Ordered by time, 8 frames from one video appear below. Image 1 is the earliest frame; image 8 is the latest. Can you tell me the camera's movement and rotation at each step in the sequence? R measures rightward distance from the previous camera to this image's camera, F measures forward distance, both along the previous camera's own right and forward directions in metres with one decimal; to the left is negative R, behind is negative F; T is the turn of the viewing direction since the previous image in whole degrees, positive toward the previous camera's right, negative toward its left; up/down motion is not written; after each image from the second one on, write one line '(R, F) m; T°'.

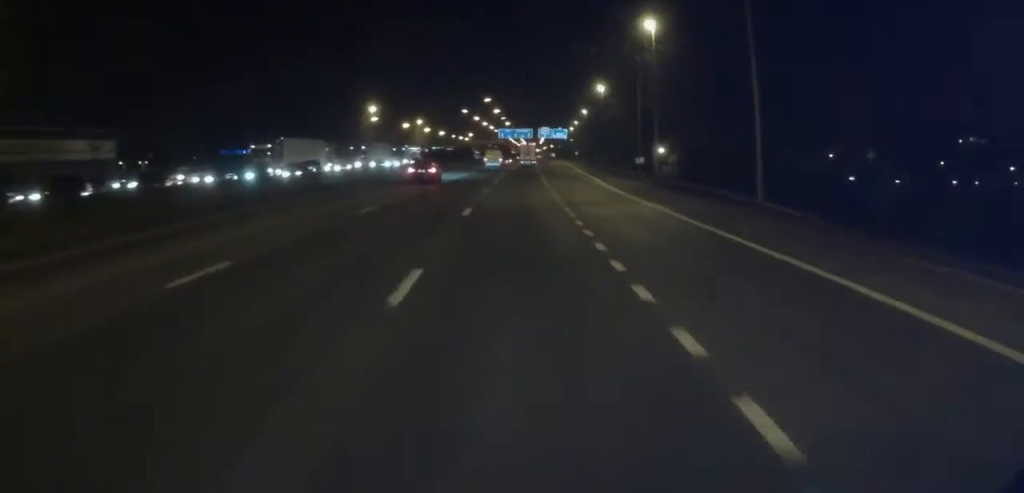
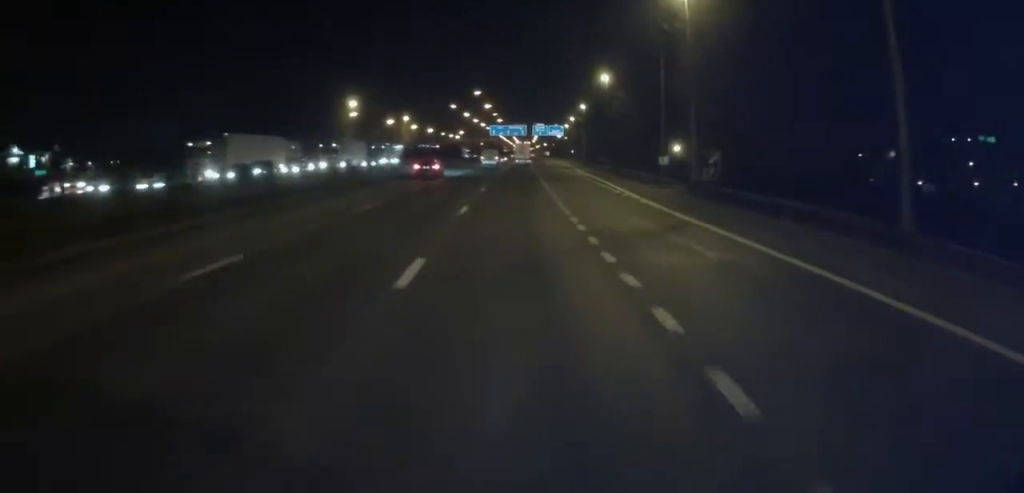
(+0.2, +11.9) m; +1°
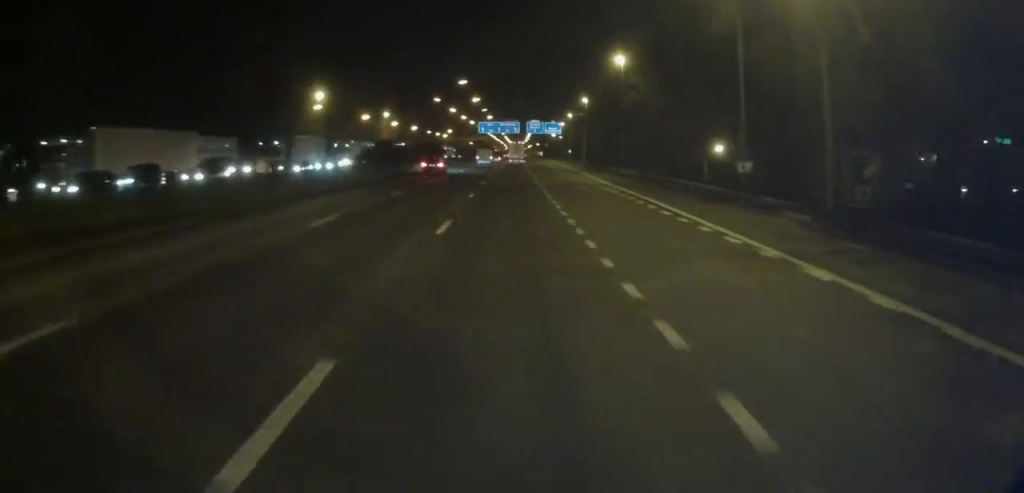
(+0.3, +18.2) m; +1°
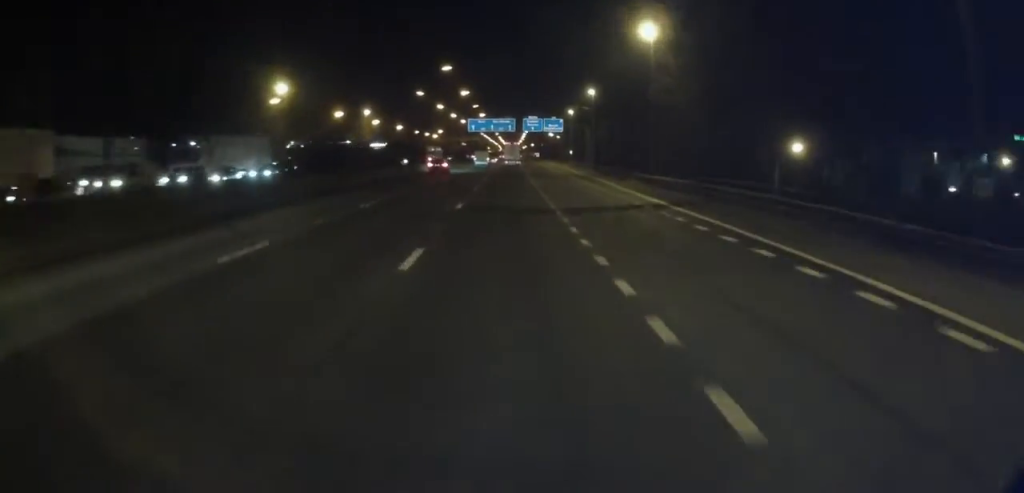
(-0.1, +17.5) m; +1°
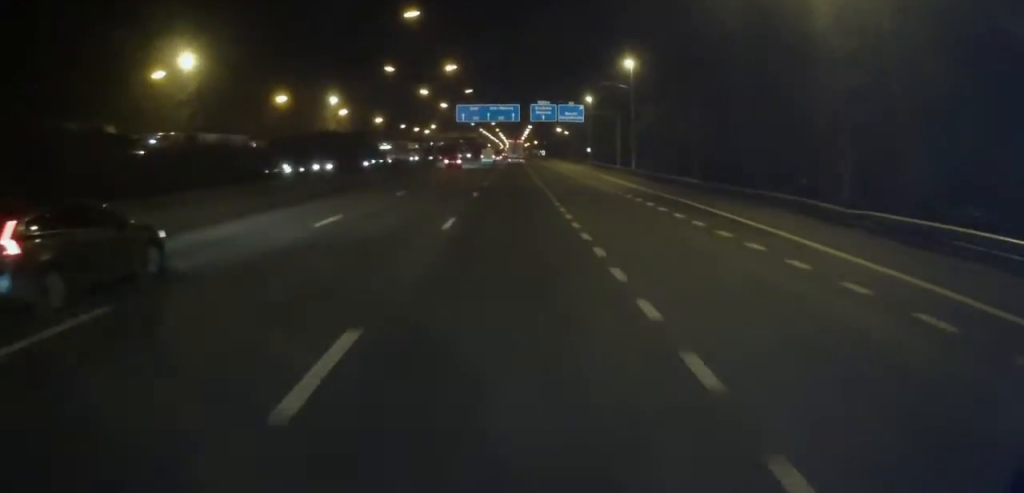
(+0.8, +32.0) m; +2°
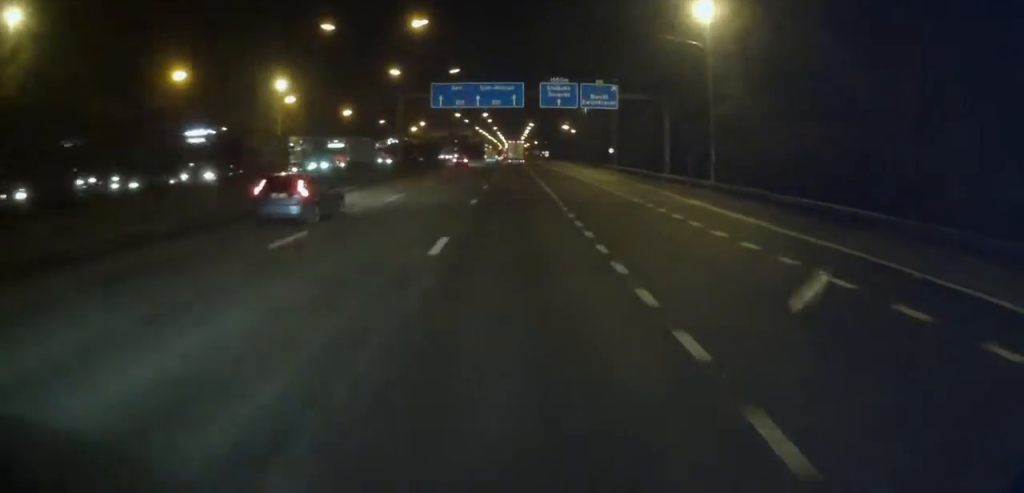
(-0.1, +30.0) m; 0°
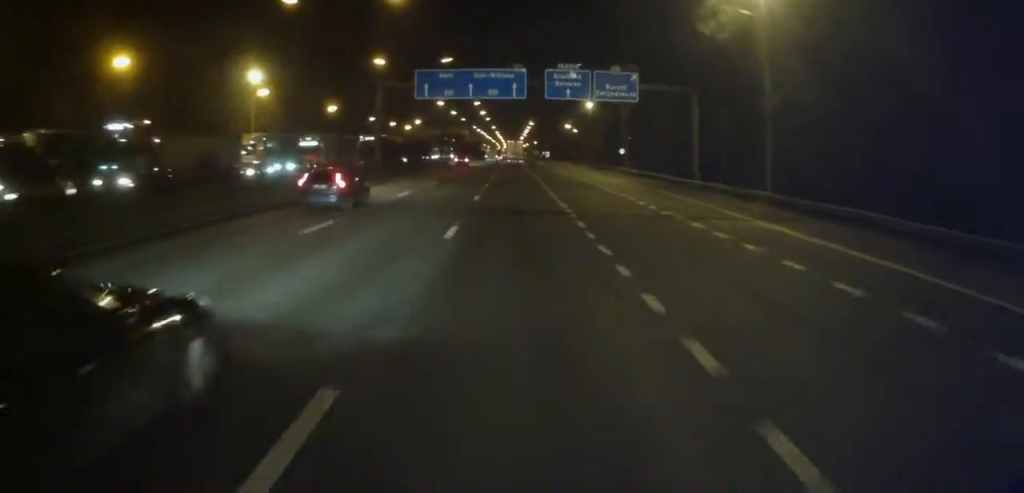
(-0.1, +10.7) m; 0°
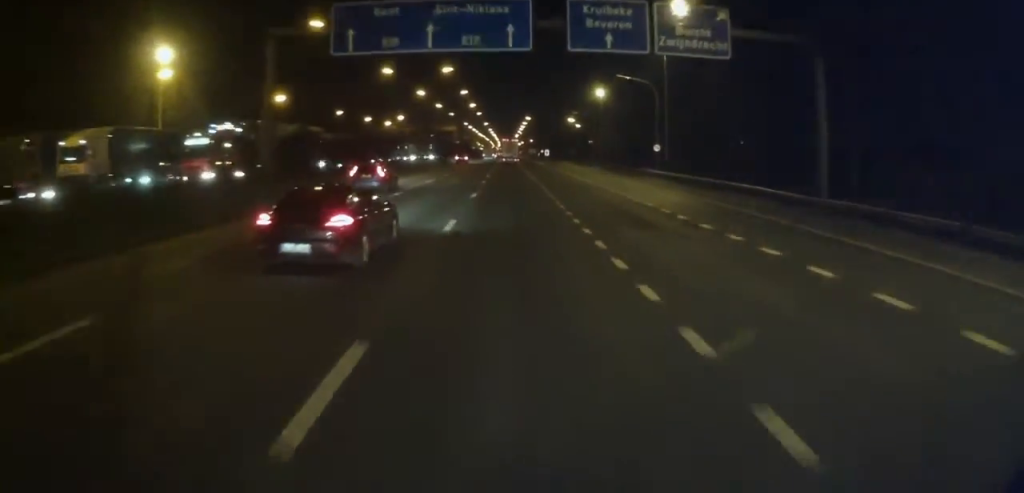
(+0.1, +25.2) m; +1°
